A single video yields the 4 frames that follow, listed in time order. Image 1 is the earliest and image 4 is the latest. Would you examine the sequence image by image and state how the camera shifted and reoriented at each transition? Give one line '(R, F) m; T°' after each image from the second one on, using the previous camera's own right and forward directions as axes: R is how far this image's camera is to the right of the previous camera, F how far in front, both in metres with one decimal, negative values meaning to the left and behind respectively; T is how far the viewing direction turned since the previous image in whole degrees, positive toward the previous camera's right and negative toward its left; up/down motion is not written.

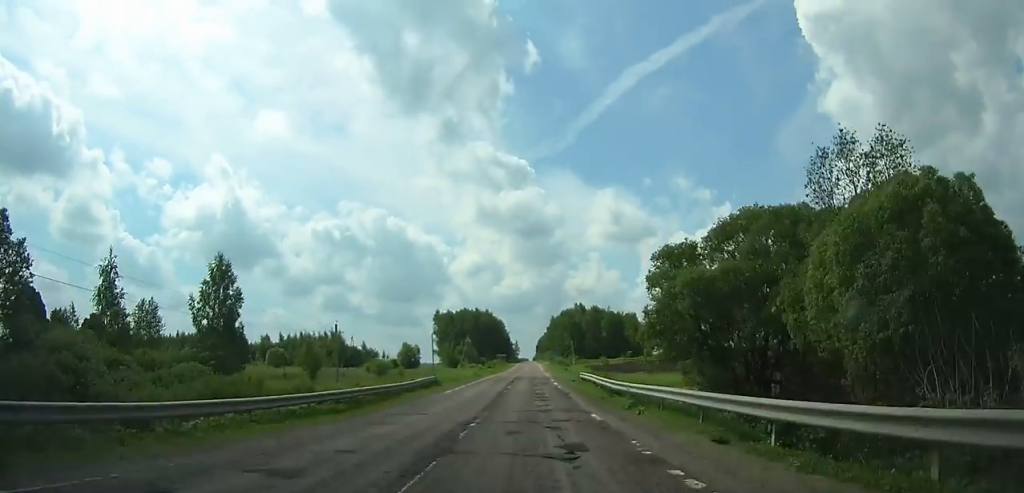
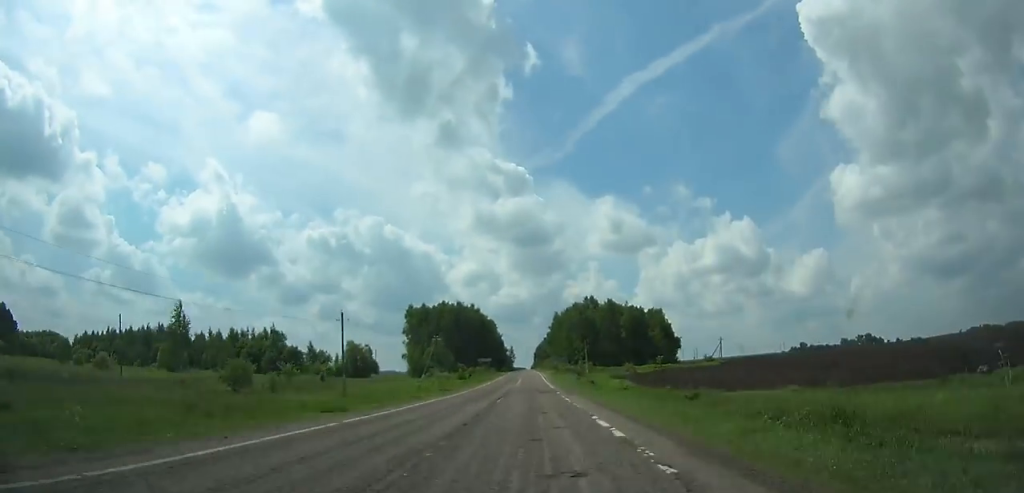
(-0.2, +54.0) m; +1°
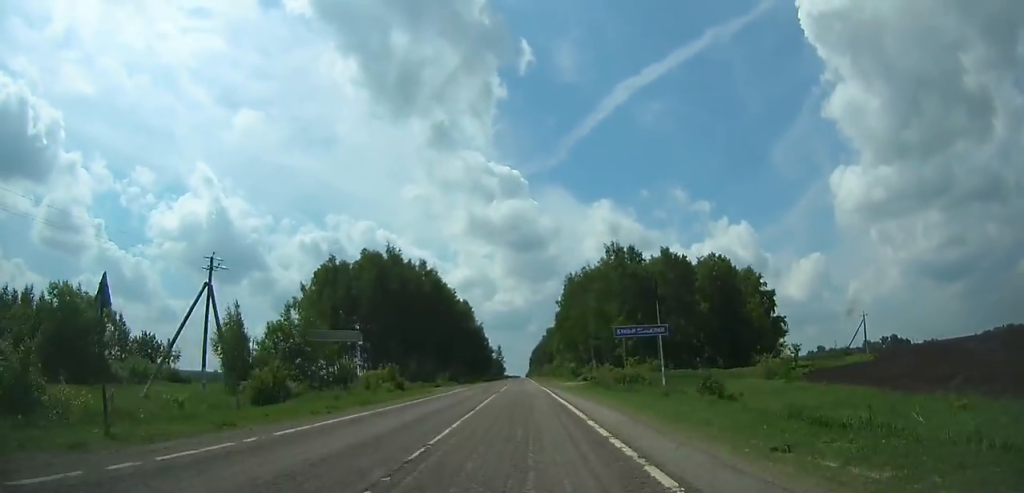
(+0.7, +89.7) m; -1°
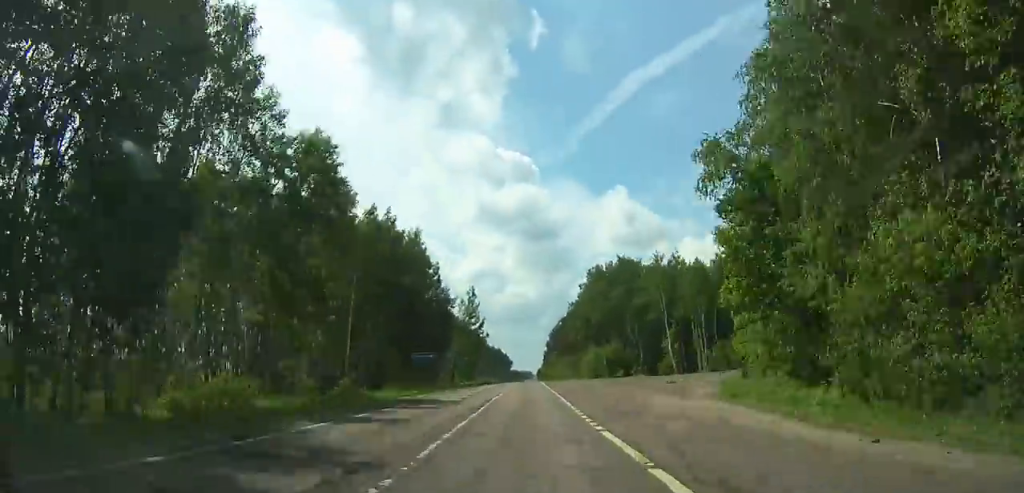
(-3.7, +179.2) m; -2°
